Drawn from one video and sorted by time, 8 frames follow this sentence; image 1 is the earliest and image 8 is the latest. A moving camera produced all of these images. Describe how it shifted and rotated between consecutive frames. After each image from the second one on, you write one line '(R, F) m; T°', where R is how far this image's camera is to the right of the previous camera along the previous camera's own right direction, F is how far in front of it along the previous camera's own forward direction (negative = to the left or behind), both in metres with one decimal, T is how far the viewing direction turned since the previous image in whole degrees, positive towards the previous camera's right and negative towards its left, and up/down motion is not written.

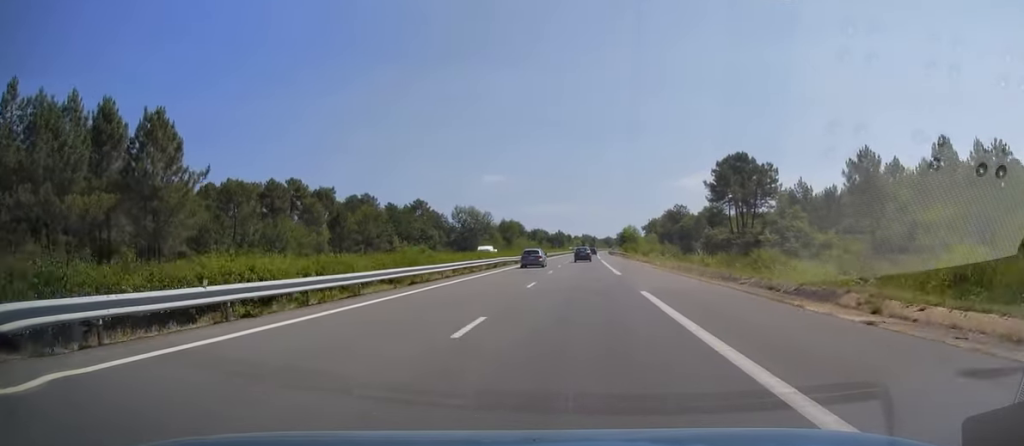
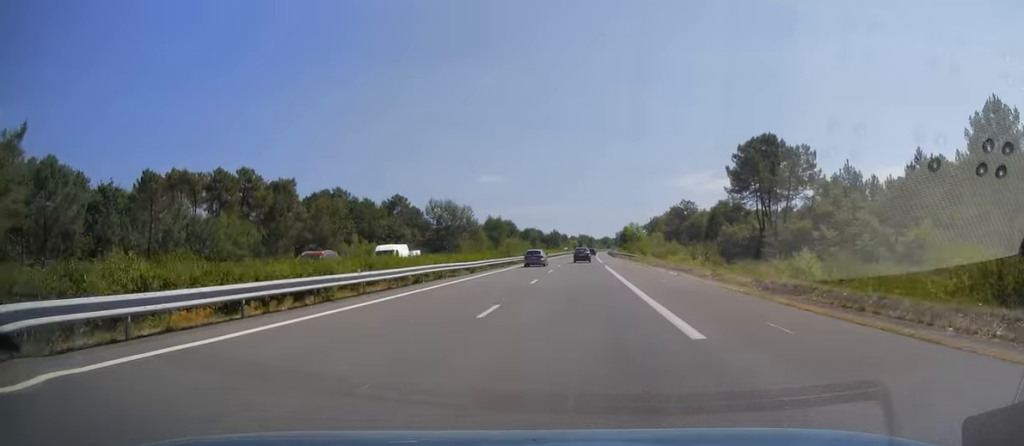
(+0.5, +22.9) m; +1°
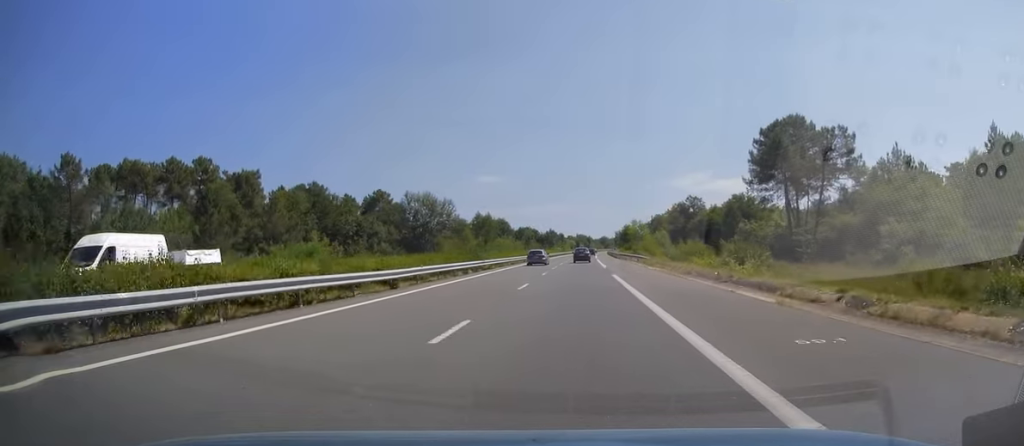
(+0.2, +16.6) m; 0°
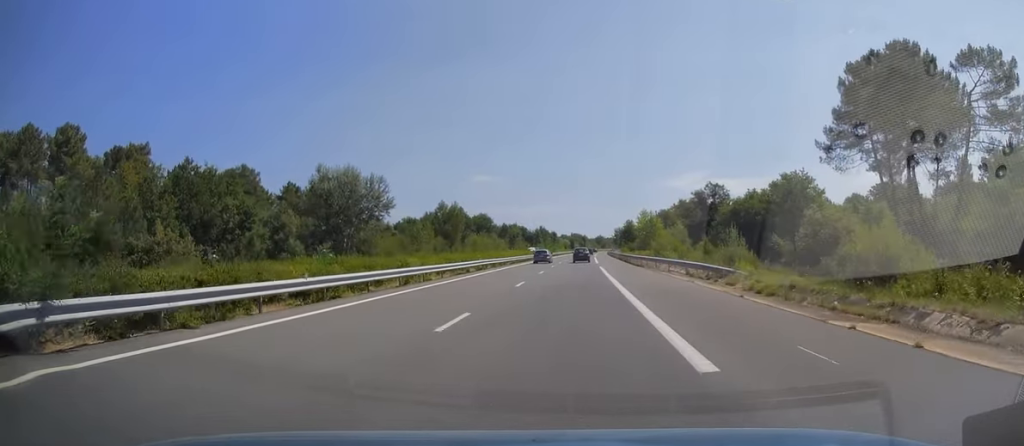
(-0.5, +37.6) m; 0°
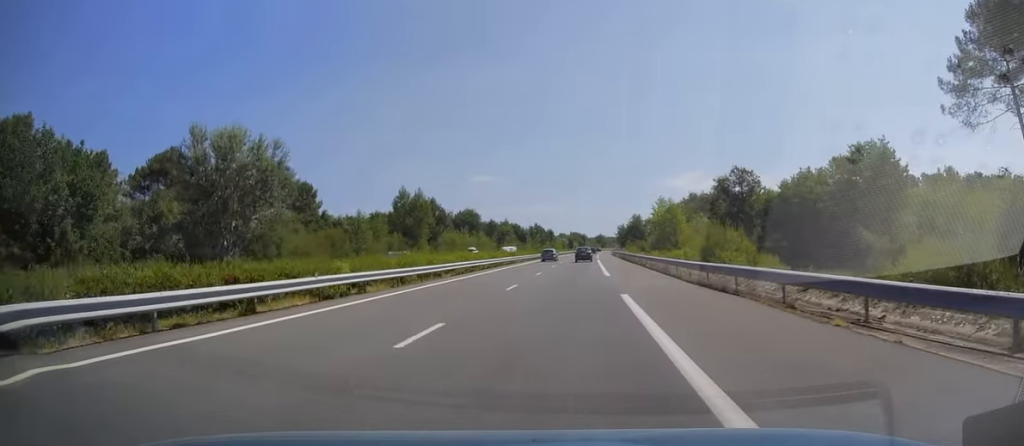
(+0.2, +27.8) m; +1°
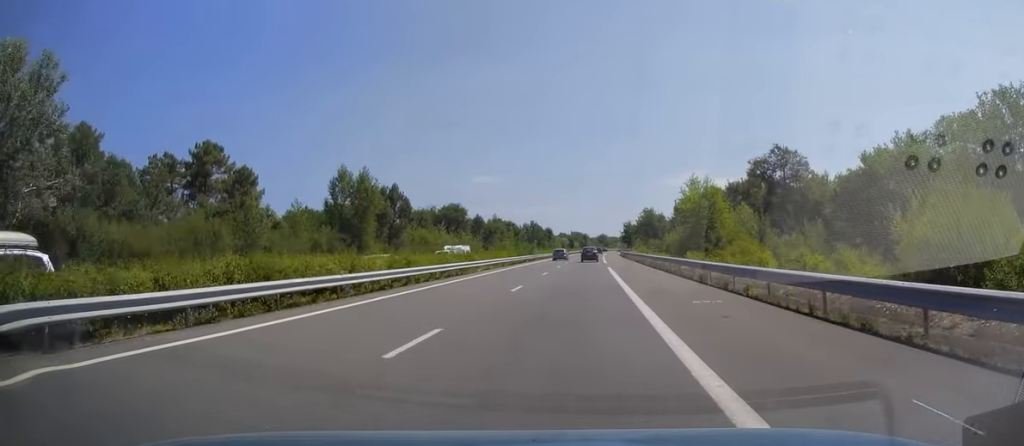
(+0.1, +26.8) m; 0°
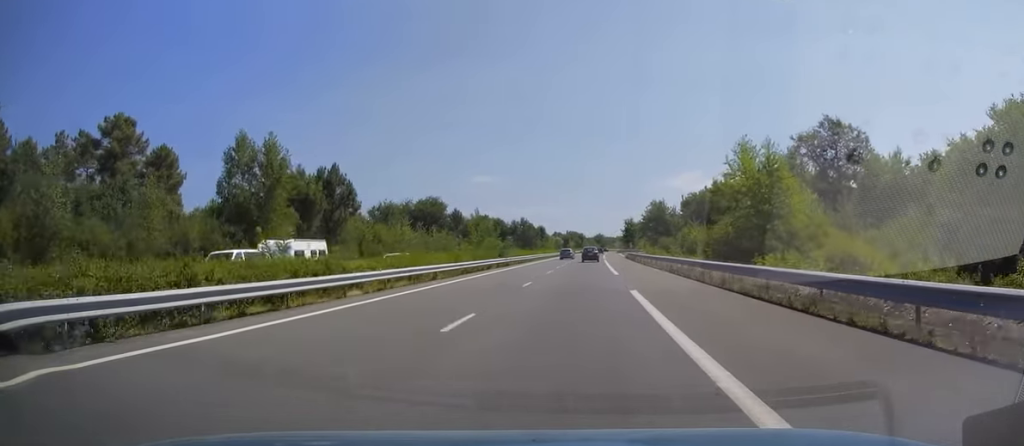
(-0.2, +23.5) m; 0°
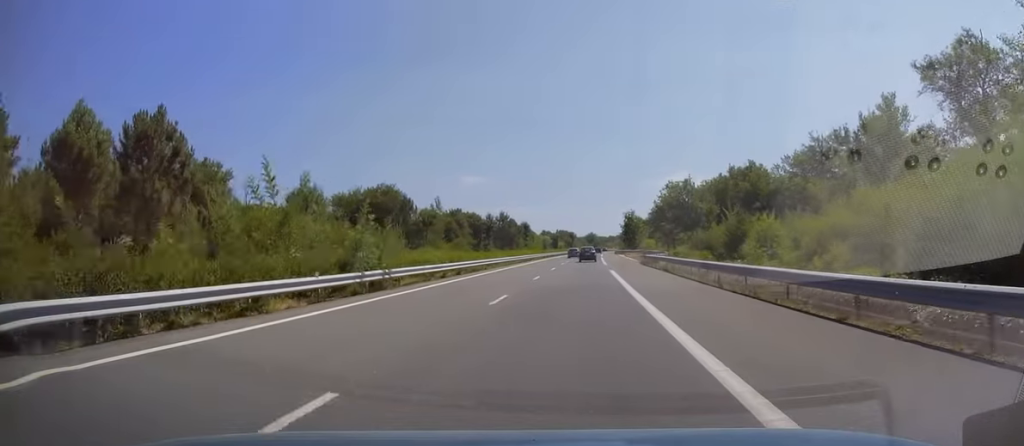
(+0.4, +33.8) m; +1°
